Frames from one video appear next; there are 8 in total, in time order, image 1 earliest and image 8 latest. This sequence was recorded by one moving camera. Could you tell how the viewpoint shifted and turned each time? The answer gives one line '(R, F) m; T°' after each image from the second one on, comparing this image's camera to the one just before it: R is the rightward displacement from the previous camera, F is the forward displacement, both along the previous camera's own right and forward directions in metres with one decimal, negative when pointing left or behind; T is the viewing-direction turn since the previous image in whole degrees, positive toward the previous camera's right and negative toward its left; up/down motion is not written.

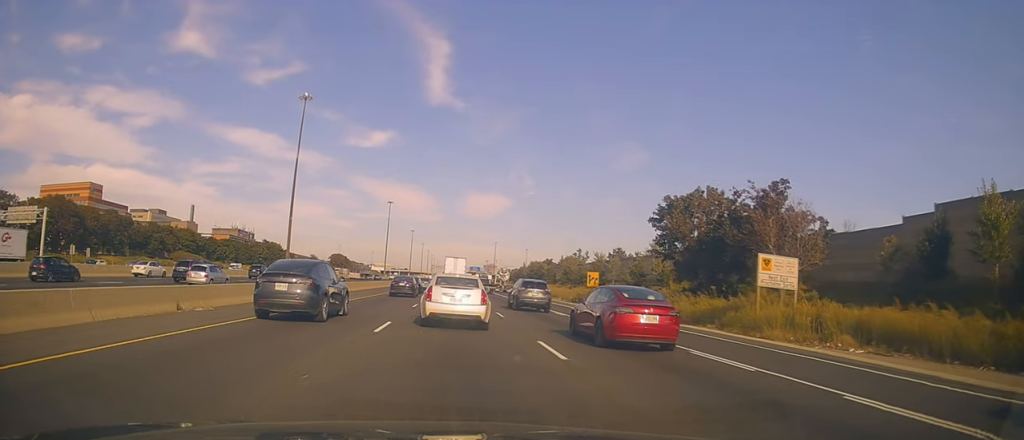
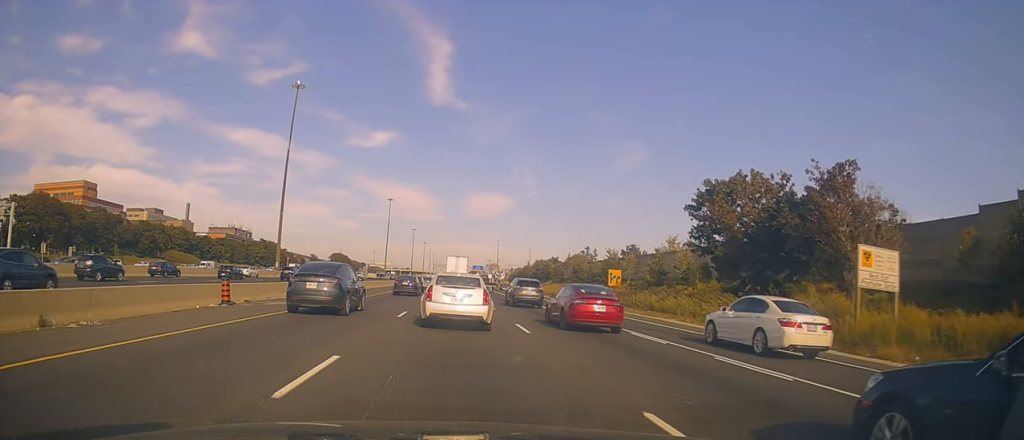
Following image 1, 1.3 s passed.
(-0.5, +7.8) m; -3°
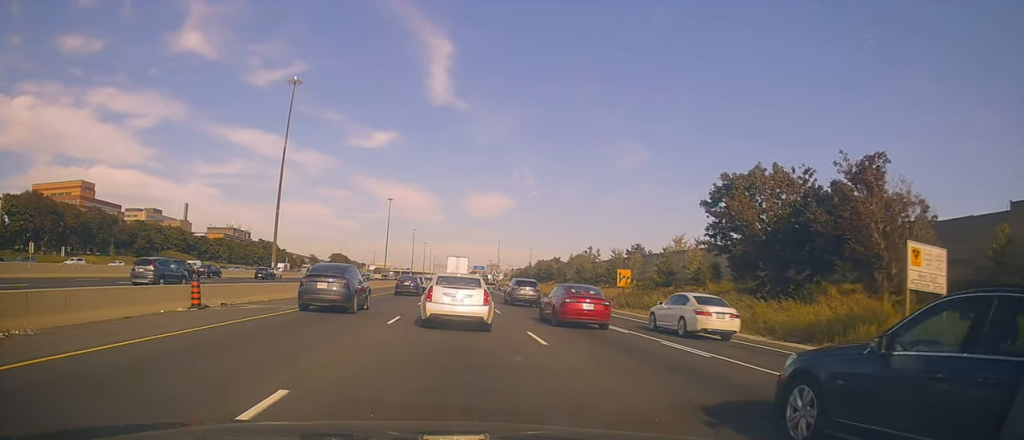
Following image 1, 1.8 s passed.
(-0.2, +3.0) m; +2°
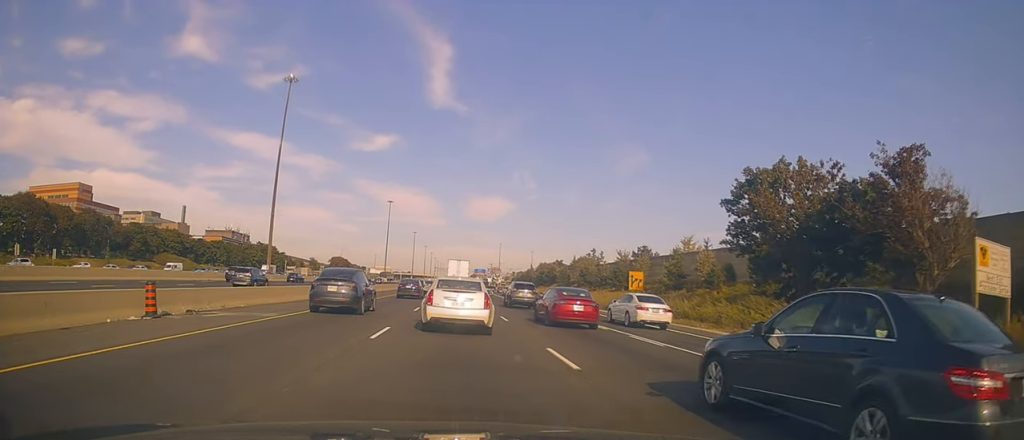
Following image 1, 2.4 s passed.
(+0.4, +3.4) m; 0°
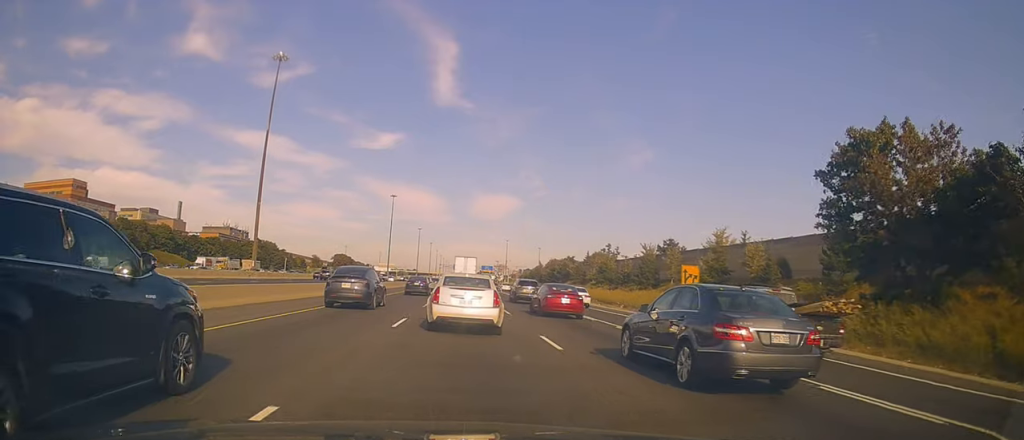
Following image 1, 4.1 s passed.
(-0.5, +9.5) m; -3°
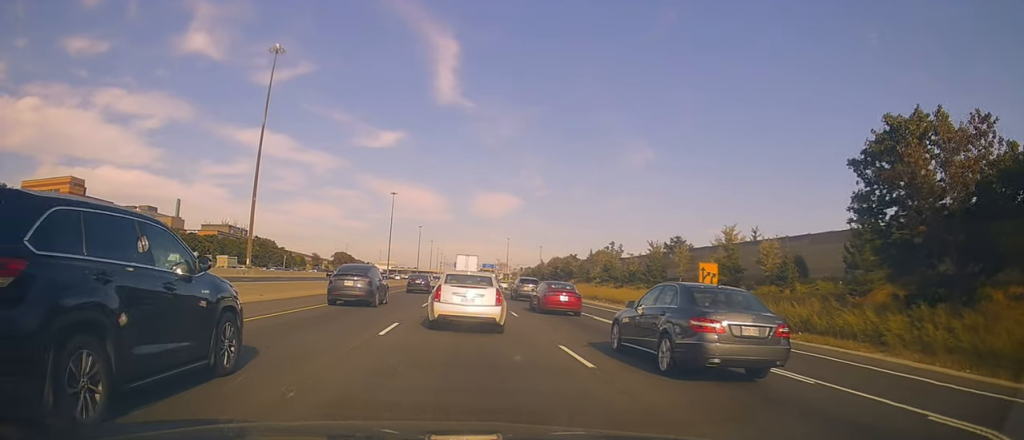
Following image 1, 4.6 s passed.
(0.0, +2.6) m; +3°
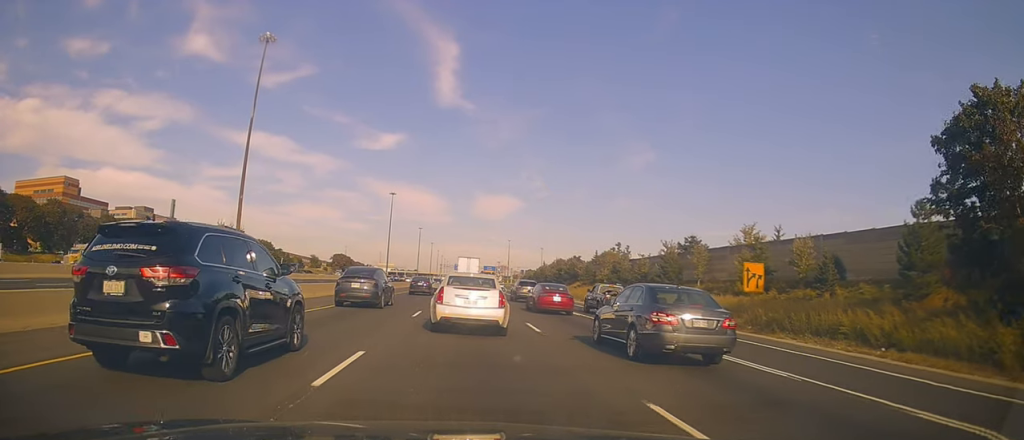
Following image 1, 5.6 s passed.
(+0.5, +5.9) m; 0°
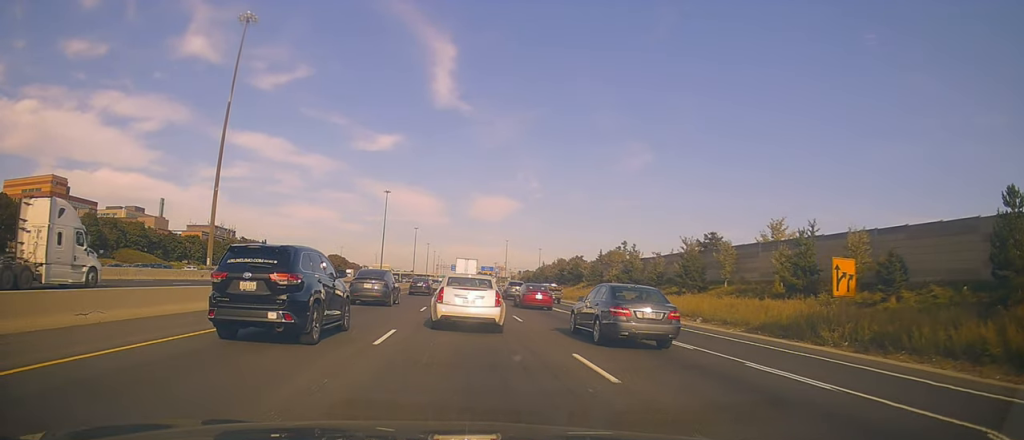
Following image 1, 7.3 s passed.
(-0.4, +8.7) m; -2°
